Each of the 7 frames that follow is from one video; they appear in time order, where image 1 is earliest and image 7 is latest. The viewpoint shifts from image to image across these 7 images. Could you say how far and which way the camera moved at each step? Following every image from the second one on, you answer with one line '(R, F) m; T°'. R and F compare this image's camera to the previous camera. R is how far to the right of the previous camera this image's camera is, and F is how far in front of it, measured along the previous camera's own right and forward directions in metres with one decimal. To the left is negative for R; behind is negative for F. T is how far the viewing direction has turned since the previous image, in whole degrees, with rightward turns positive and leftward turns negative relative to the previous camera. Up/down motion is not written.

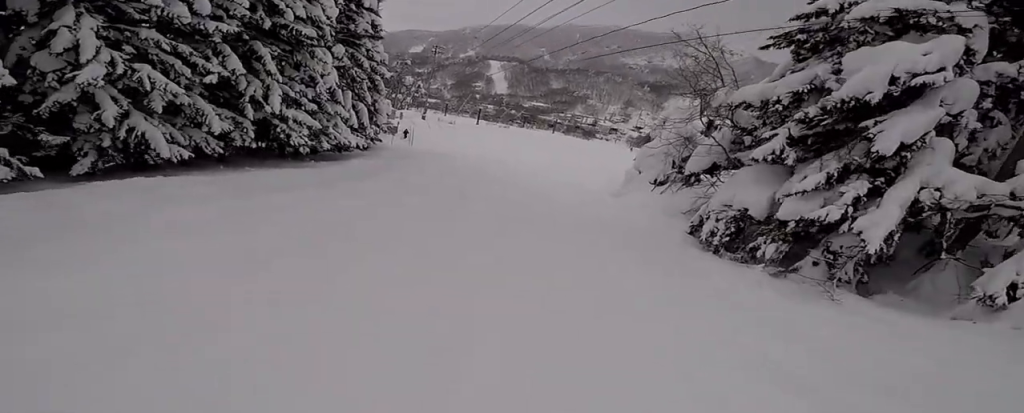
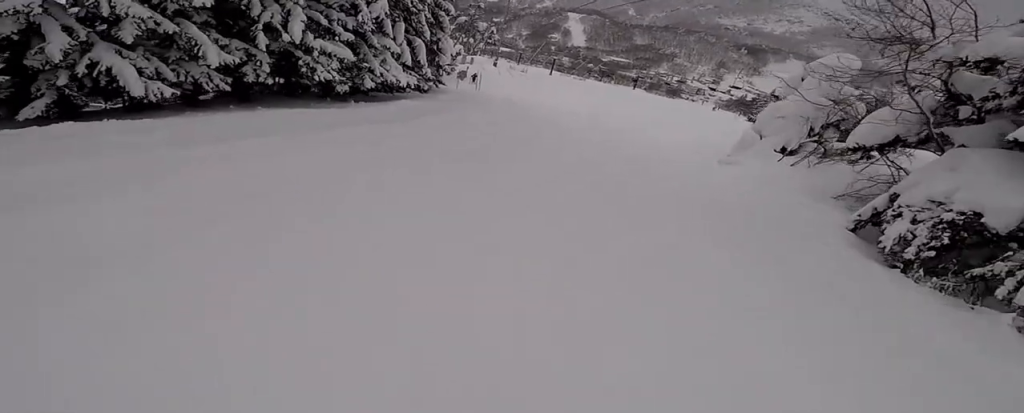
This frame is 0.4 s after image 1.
(-0.7, +2.8) m; 0°
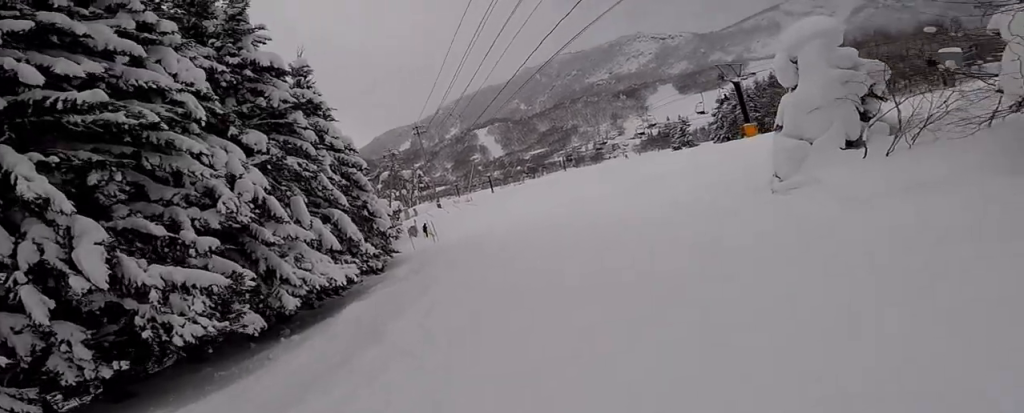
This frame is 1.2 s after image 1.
(+0.6, +4.7) m; +6°
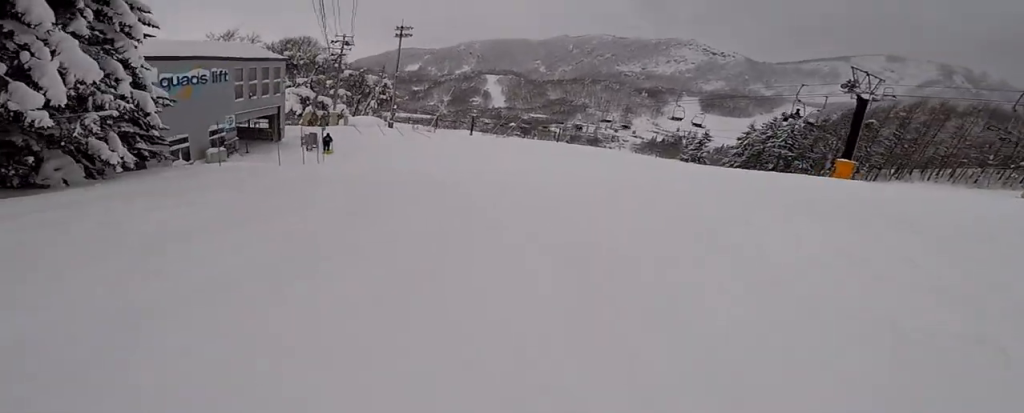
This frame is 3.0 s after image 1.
(+0.9, +13.2) m; +4°
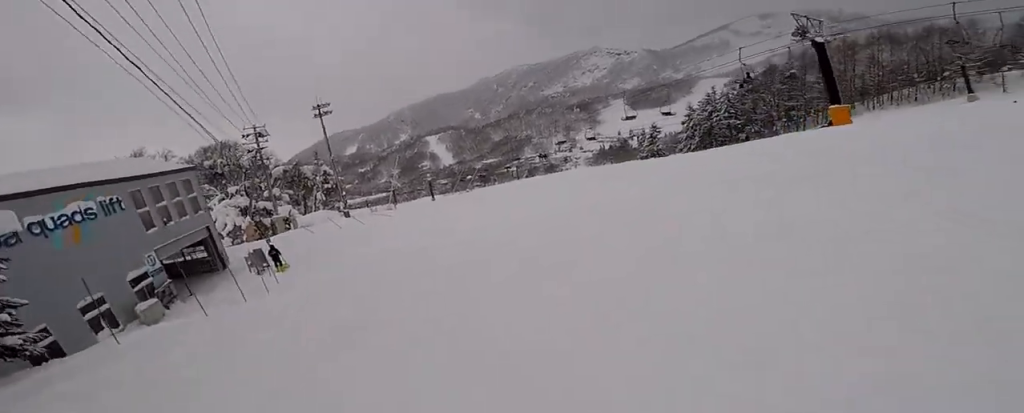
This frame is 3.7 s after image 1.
(-0.1, +4.4) m; +2°
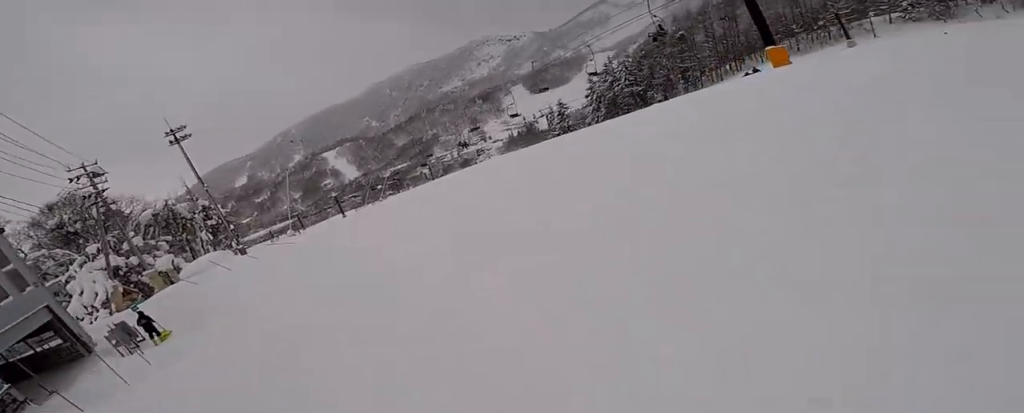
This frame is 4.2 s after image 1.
(+0.3, +3.9) m; 0°
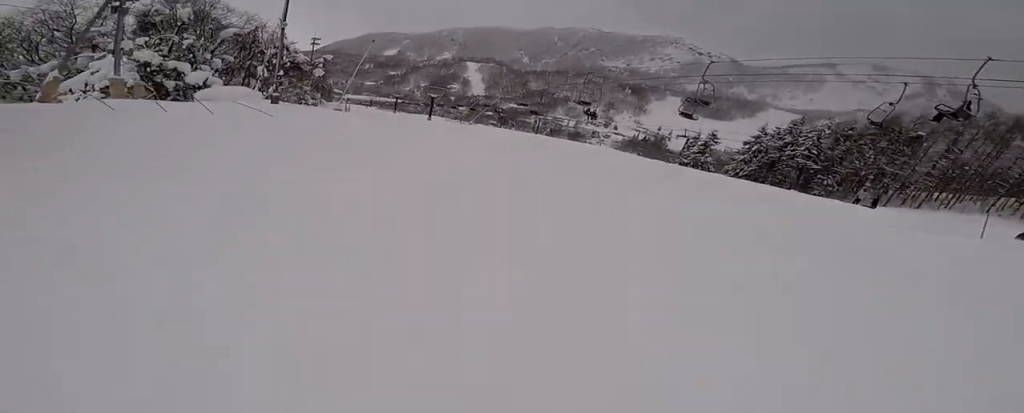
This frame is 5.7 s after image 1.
(-0.4, +10.0) m; -12°
